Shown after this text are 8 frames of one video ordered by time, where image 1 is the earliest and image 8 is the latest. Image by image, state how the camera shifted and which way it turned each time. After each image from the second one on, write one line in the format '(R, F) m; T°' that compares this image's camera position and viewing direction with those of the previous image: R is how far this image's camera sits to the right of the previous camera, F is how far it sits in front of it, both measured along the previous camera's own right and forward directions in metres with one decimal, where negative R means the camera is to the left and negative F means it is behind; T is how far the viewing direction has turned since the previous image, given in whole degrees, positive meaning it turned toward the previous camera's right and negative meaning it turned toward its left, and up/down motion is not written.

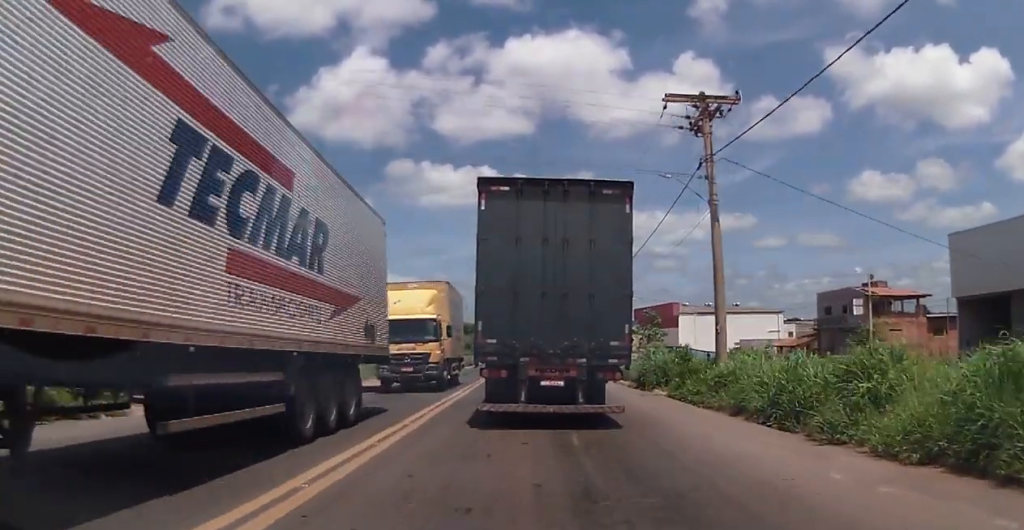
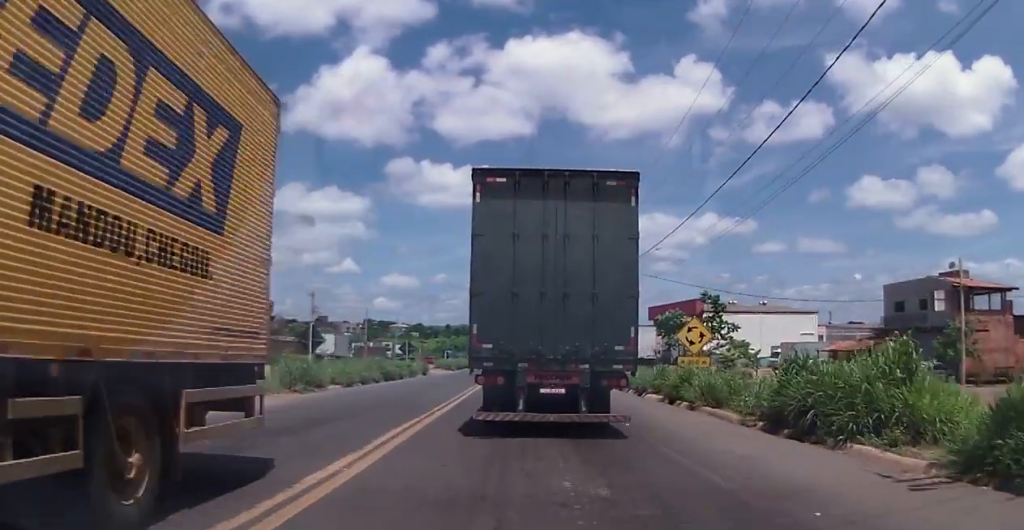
(-0.3, +15.7) m; +1°
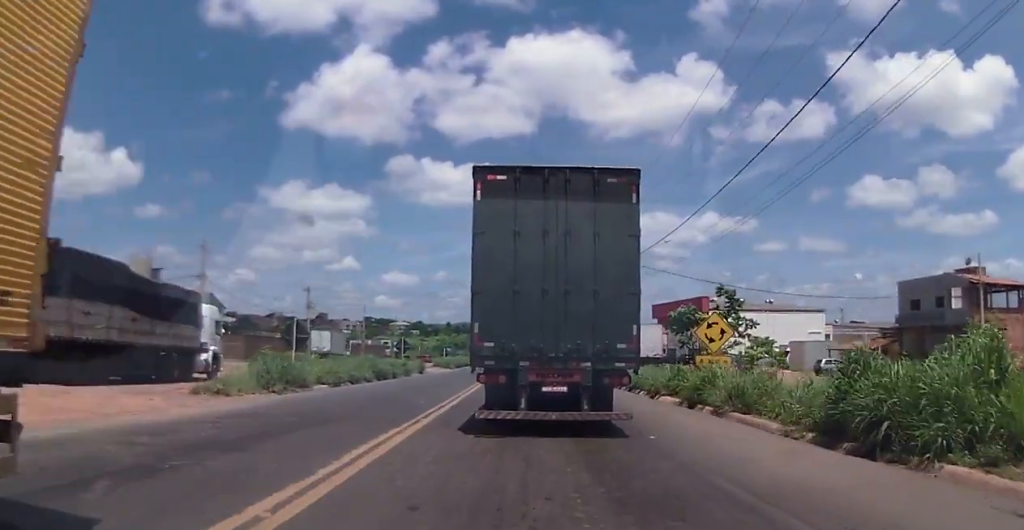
(+0.1, +2.5) m; +3°
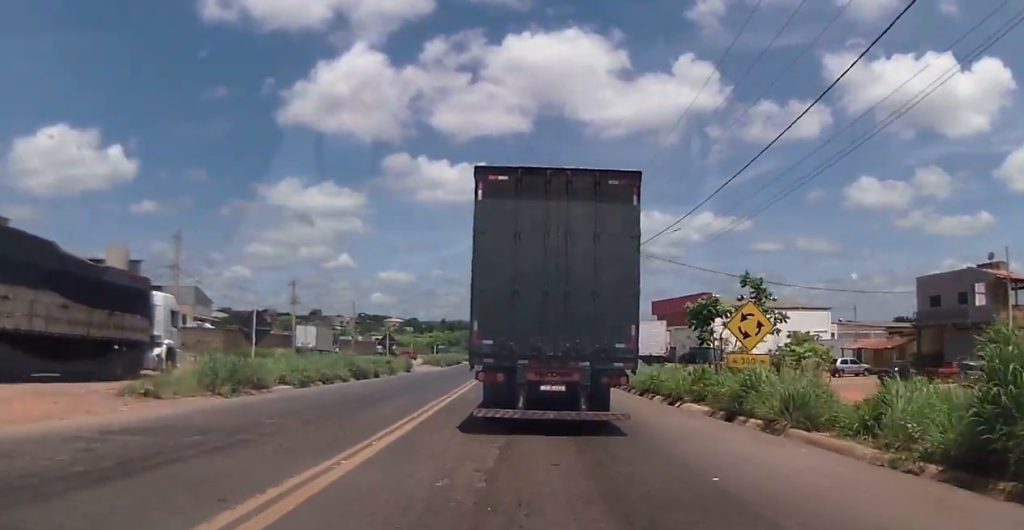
(+0.1, +4.0) m; +2°
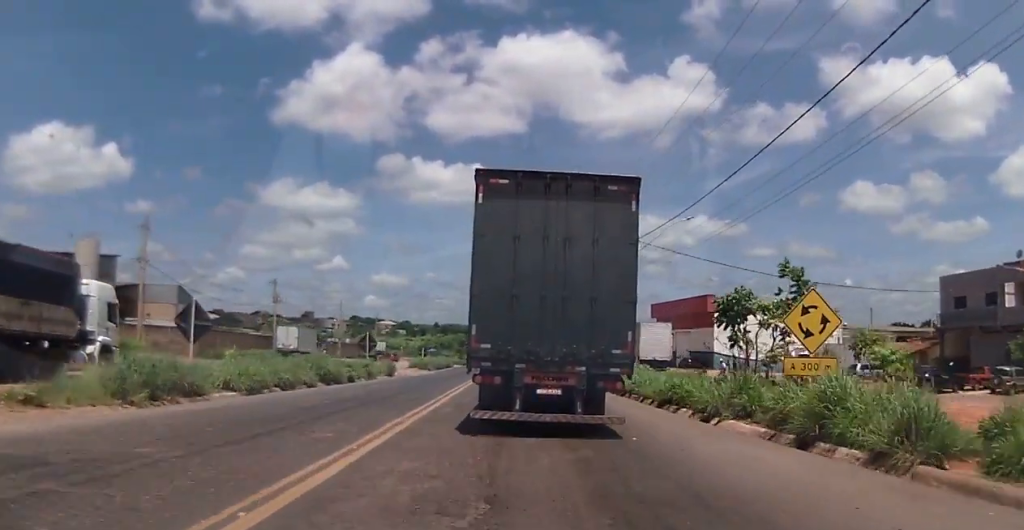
(+0.1, +4.5) m; -1°
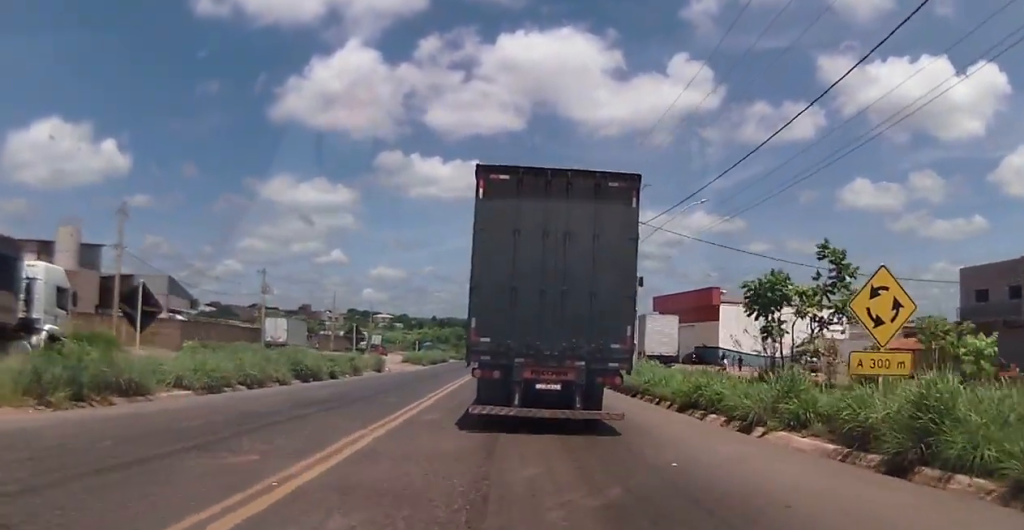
(-0.3, +3.0) m; 0°
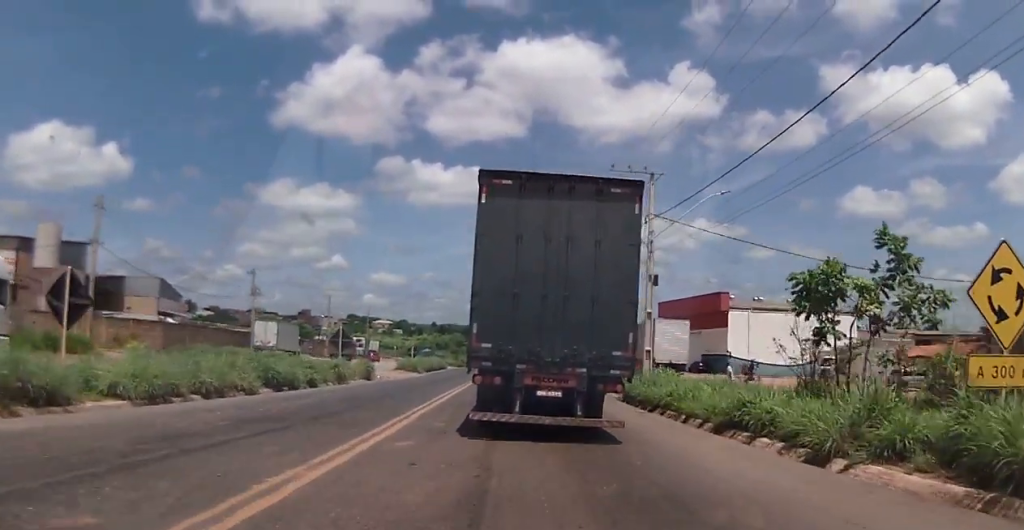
(+0.1, +3.2) m; 0°
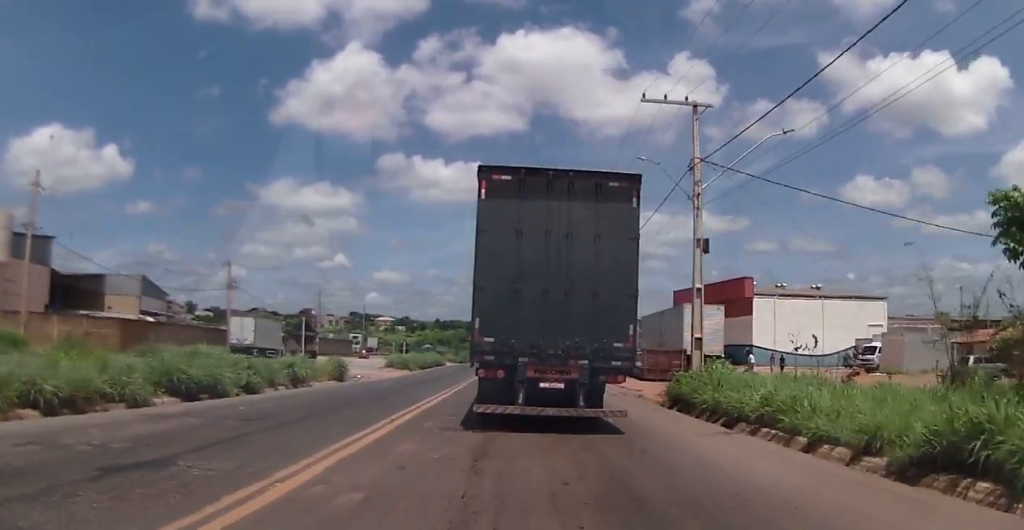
(0.0, +7.3) m; -2°
